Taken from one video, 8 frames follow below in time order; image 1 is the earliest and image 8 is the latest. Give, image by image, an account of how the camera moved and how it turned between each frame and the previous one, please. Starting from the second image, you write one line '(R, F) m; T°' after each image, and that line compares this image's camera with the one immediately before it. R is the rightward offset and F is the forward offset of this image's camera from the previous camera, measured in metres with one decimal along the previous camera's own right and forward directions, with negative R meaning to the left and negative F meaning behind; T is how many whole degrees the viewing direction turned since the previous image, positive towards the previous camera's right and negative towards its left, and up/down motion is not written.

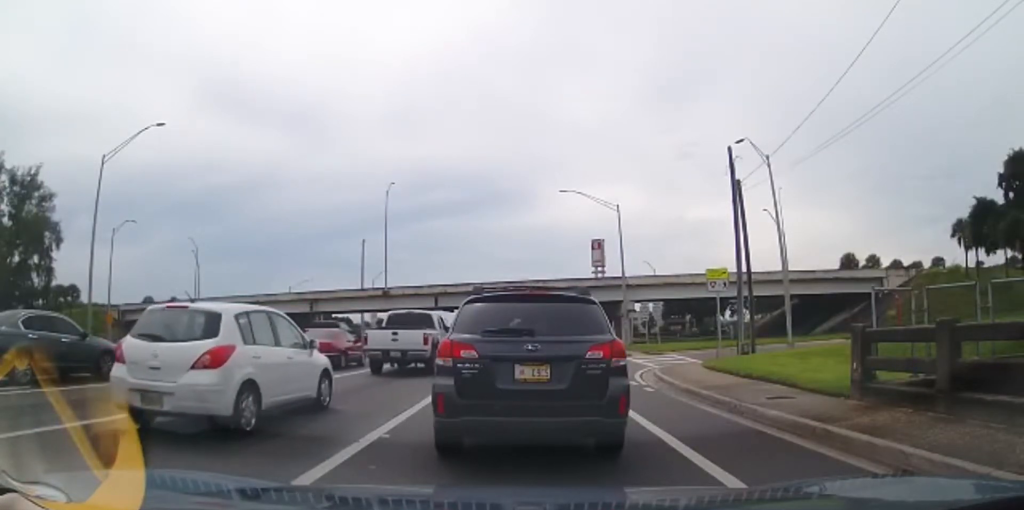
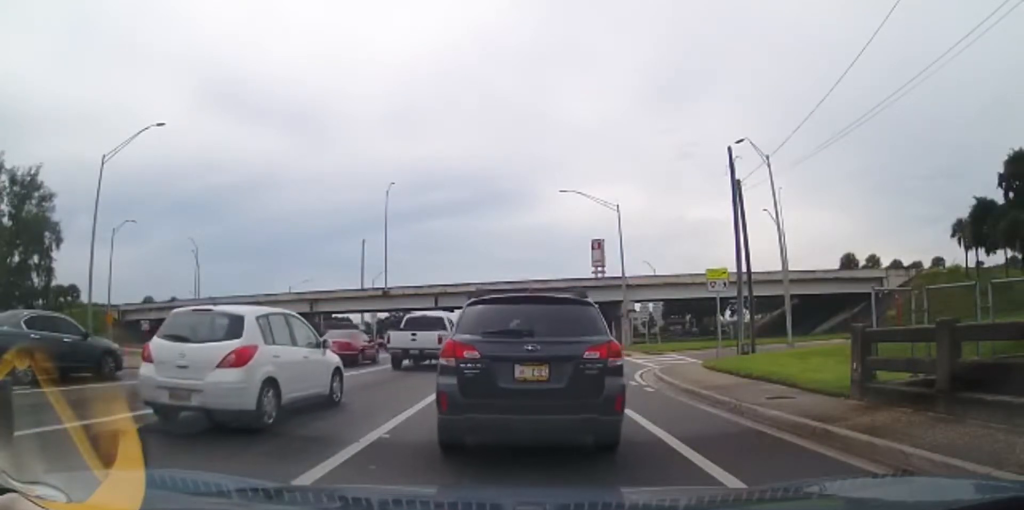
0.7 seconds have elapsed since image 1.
(0.0, 0.0) m; 0°
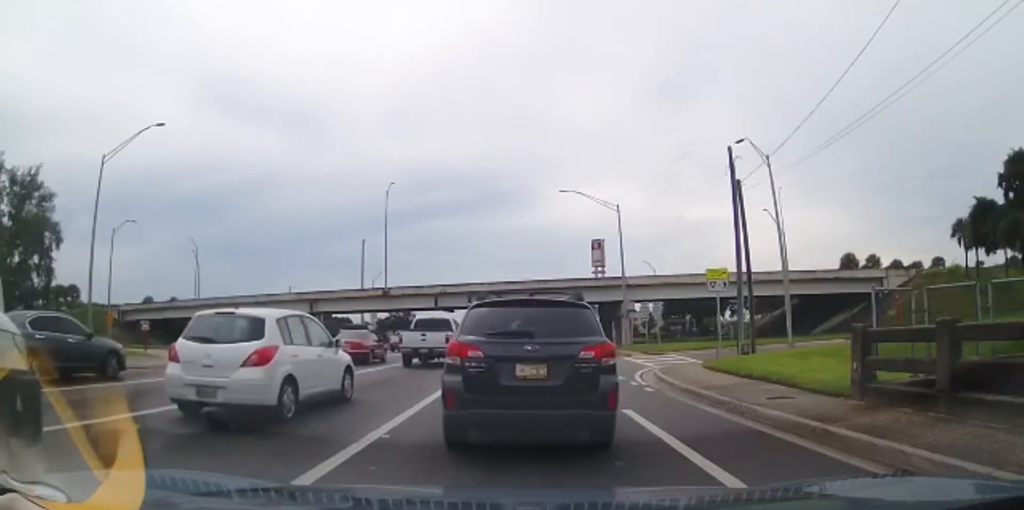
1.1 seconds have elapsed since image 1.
(0.0, 0.0) m; 0°
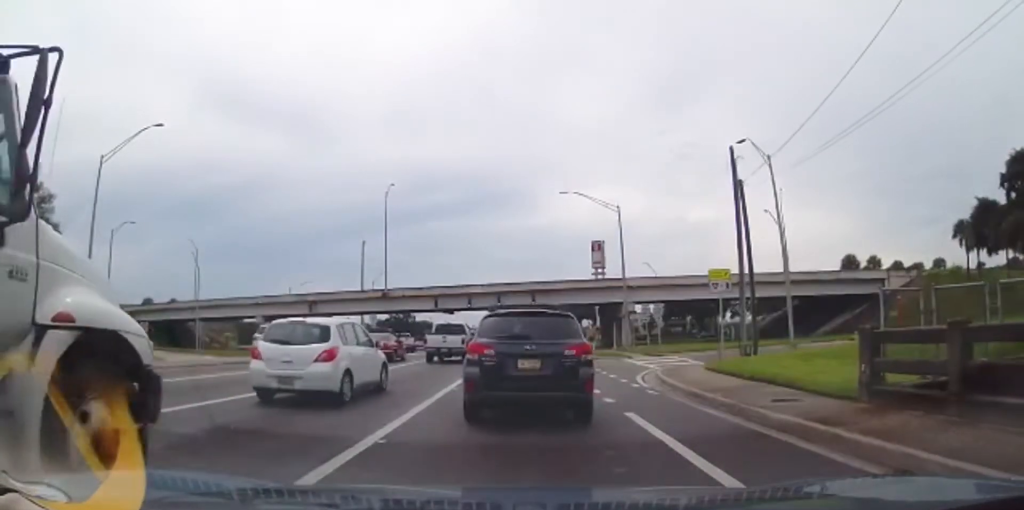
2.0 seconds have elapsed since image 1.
(0.0, 0.0) m; 0°
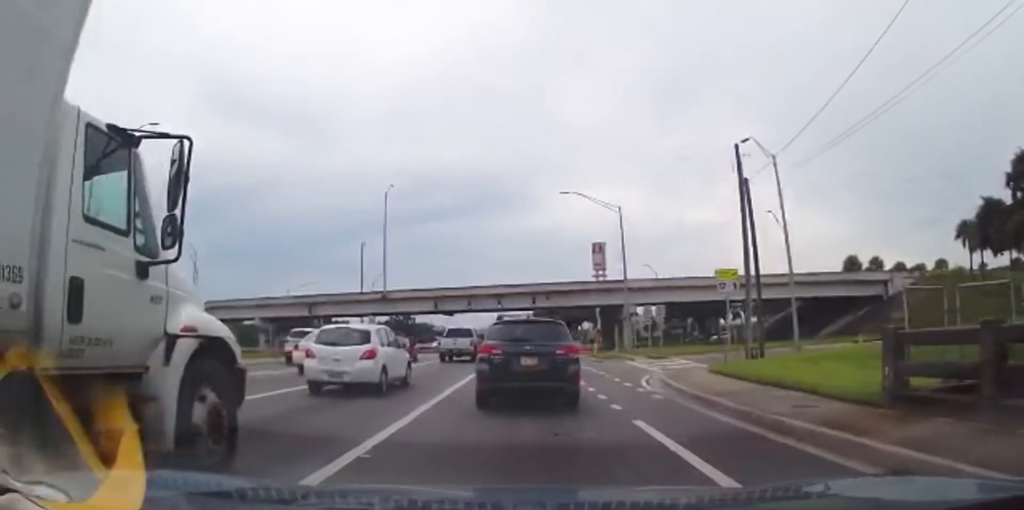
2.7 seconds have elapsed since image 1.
(0.0, 0.0) m; 0°
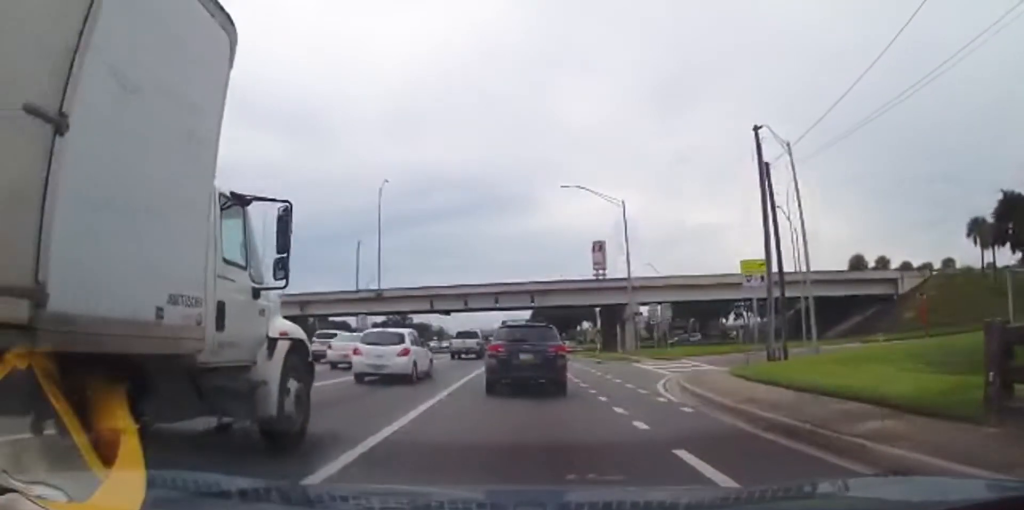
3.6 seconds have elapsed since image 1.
(0.0, +0.4) m; 0°
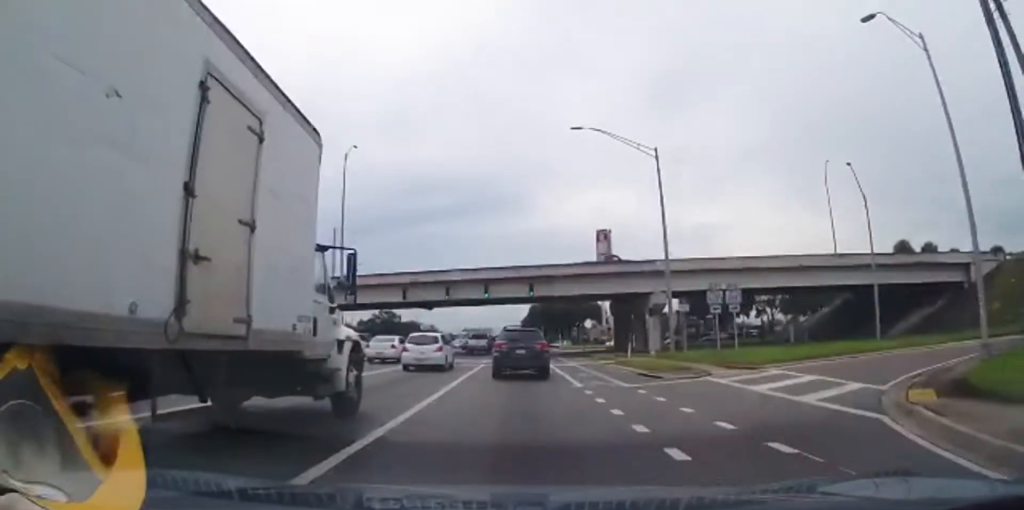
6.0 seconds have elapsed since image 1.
(-0.2, +7.1) m; -3°
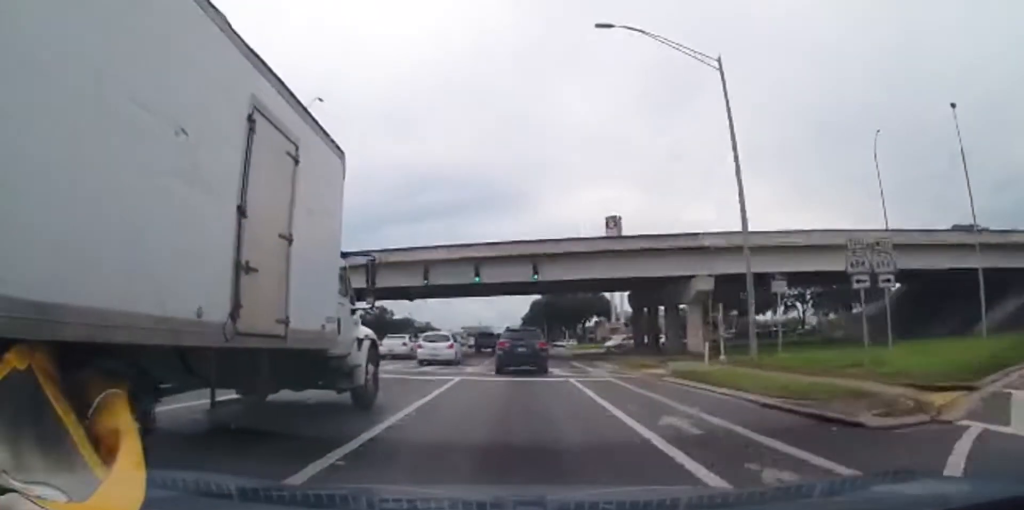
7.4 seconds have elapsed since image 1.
(-0.1, +8.5) m; 0°
